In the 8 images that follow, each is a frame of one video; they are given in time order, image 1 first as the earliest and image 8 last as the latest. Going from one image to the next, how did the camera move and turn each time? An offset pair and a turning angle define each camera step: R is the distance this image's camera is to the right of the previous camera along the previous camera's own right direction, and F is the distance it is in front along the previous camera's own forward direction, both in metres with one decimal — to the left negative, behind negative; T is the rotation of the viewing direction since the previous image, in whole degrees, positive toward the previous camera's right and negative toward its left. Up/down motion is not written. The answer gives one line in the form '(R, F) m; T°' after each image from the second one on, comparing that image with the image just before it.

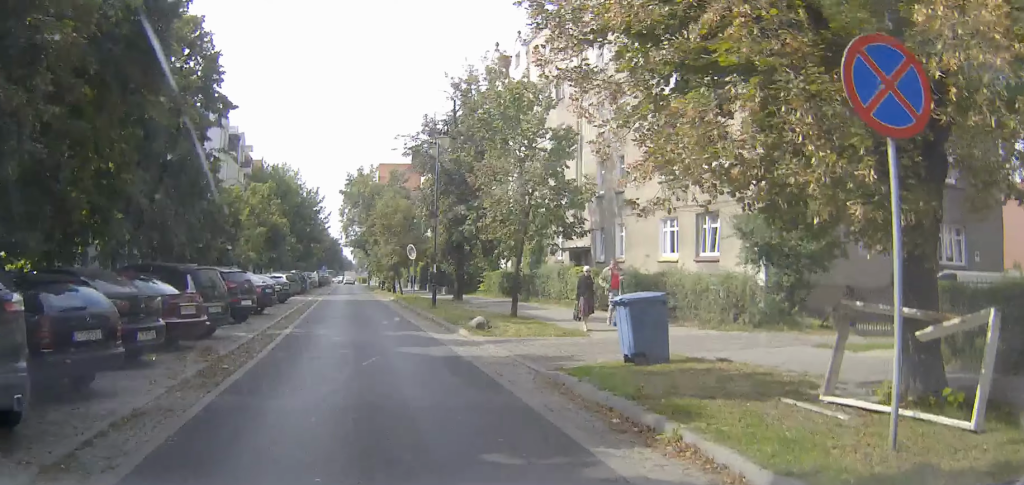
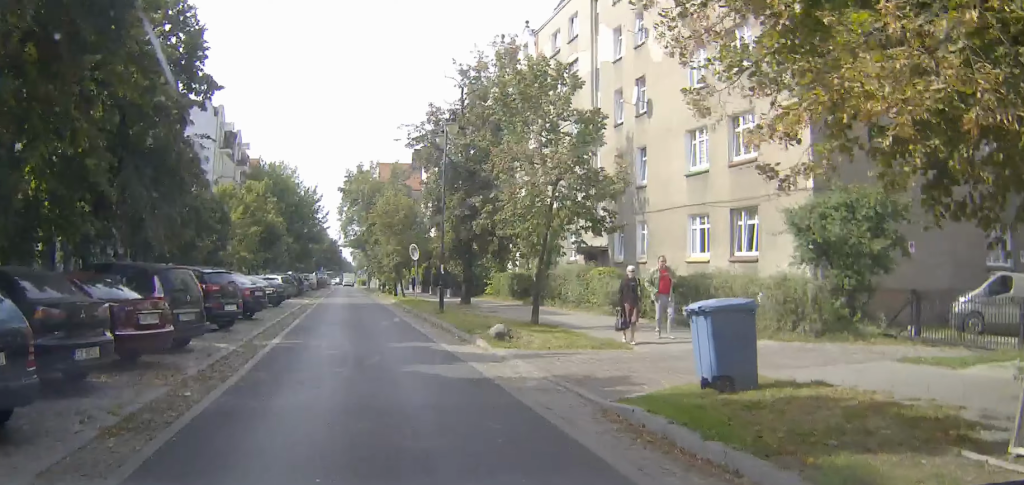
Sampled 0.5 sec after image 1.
(-0.1, +2.4) m; 0°
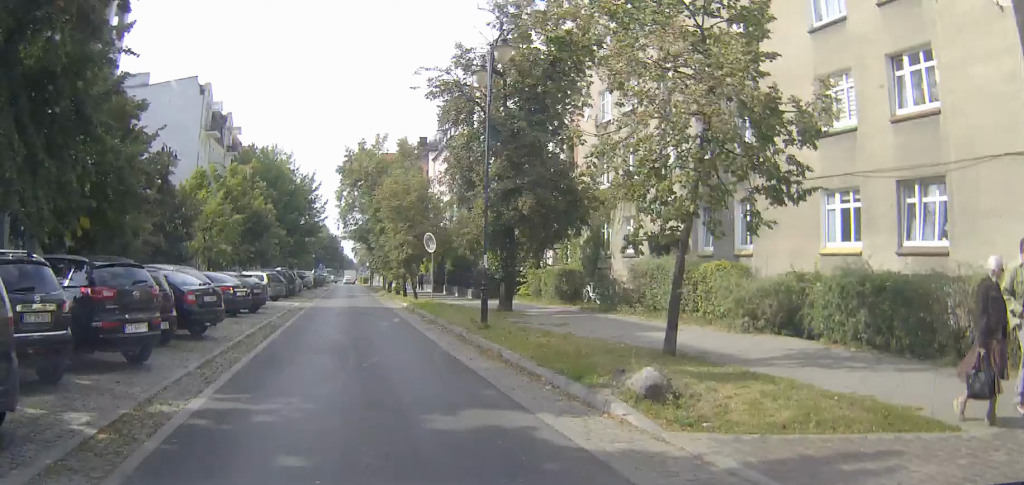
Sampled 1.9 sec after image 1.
(0.0, +8.4) m; -1°
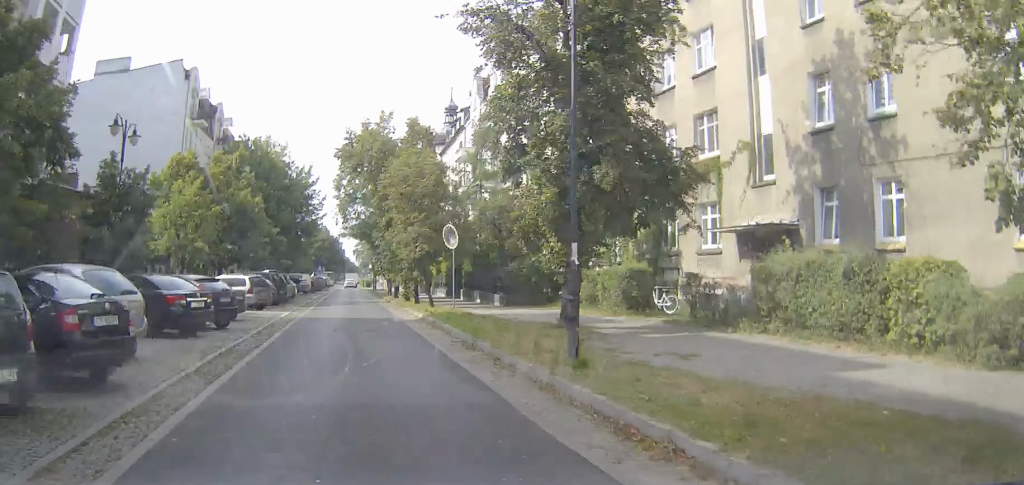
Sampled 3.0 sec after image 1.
(-0.1, +7.2) m; -2°
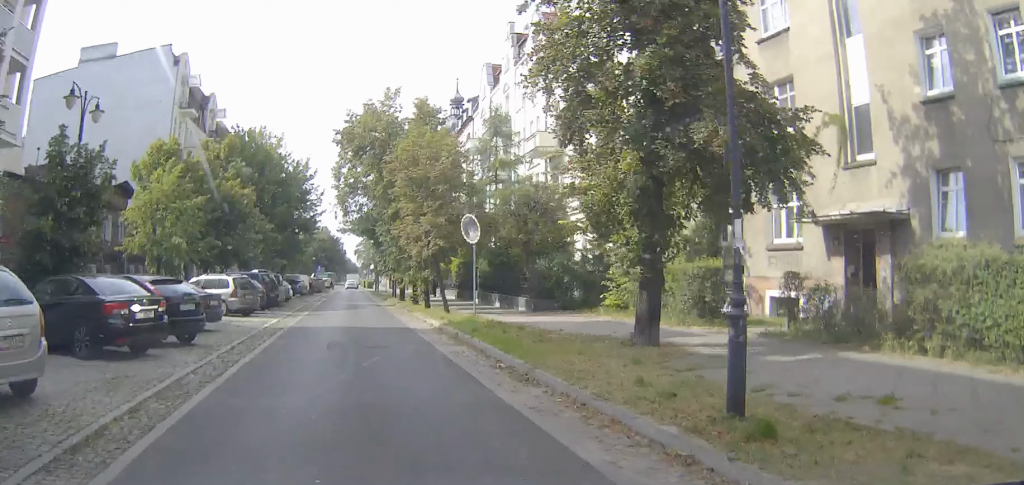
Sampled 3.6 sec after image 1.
(0.0, +4.6) m; -1°
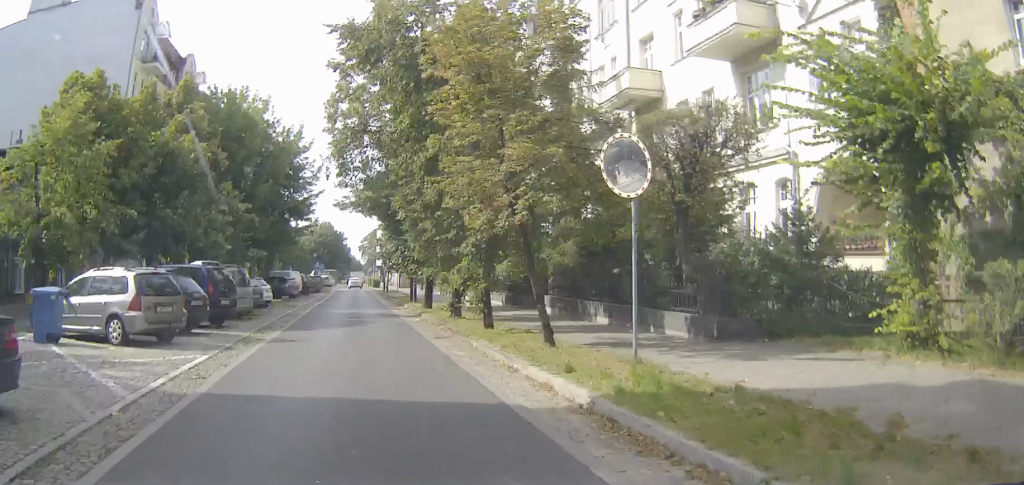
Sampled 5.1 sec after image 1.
(-0.4, +13.6) m; -2°
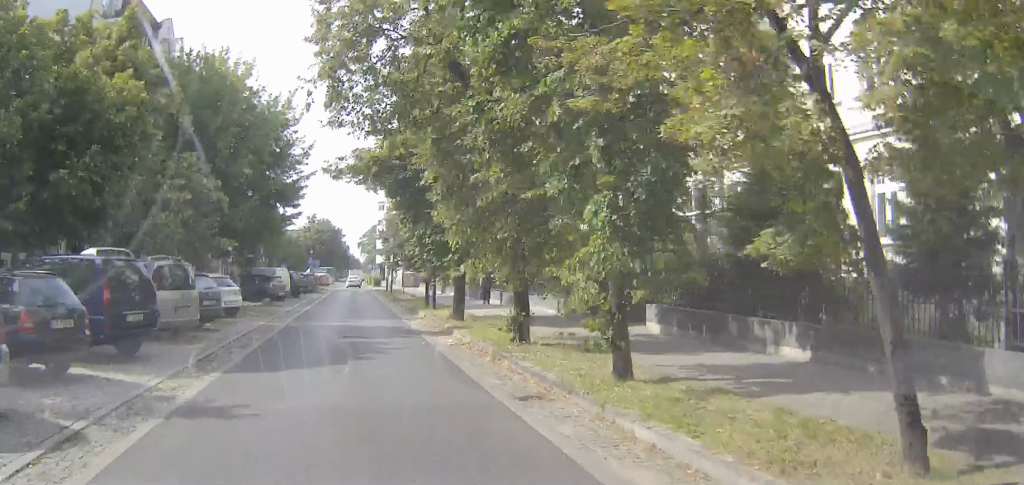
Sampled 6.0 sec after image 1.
(0.0, +9.1) m; 0°
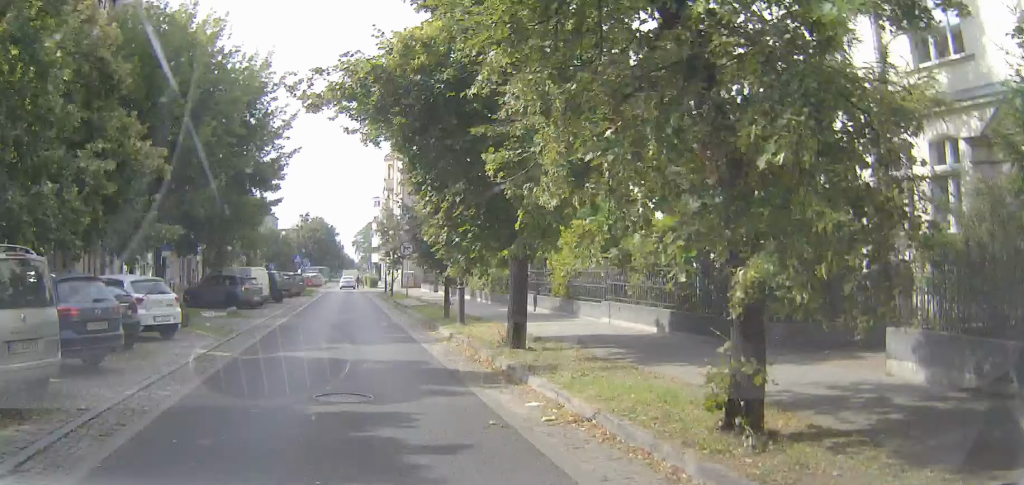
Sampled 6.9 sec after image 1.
(0.0, +8.6) m; 0°
